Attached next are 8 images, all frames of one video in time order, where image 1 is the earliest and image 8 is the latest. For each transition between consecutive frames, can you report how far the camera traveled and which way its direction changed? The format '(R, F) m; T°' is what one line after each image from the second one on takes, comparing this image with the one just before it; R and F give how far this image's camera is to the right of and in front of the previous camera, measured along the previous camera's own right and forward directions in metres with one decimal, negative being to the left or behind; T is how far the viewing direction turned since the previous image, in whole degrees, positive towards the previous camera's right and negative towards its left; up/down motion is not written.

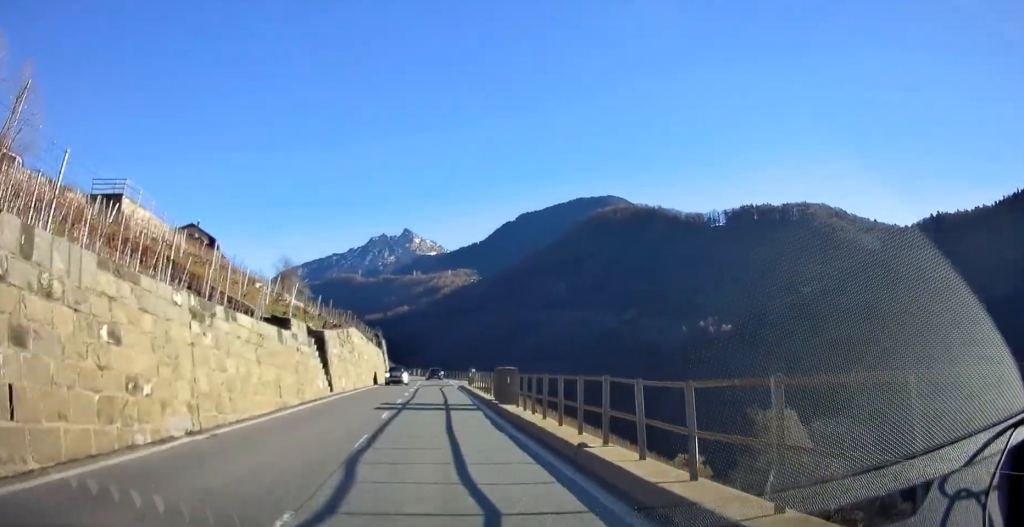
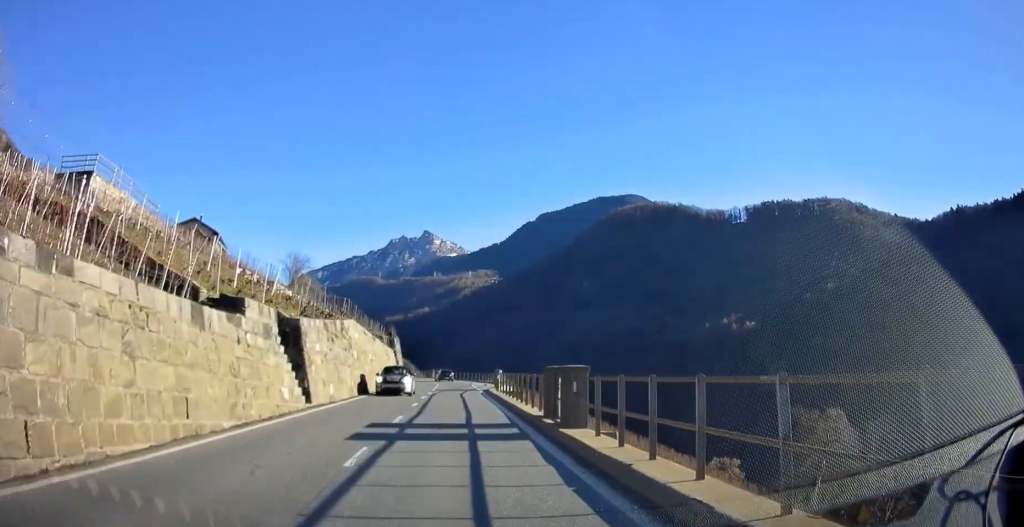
(-0.5, +7.4) m; -4°
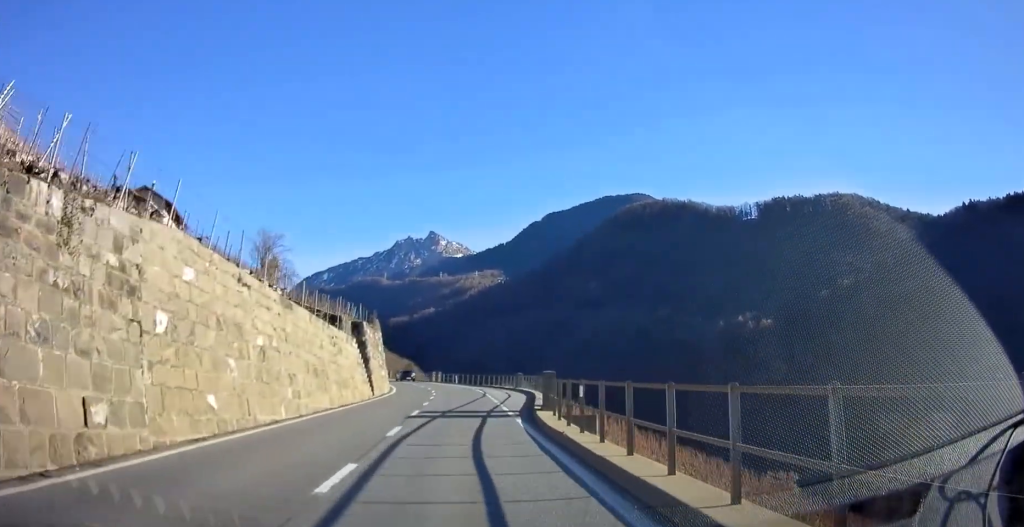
(-1.0, +19.0) m; -4°
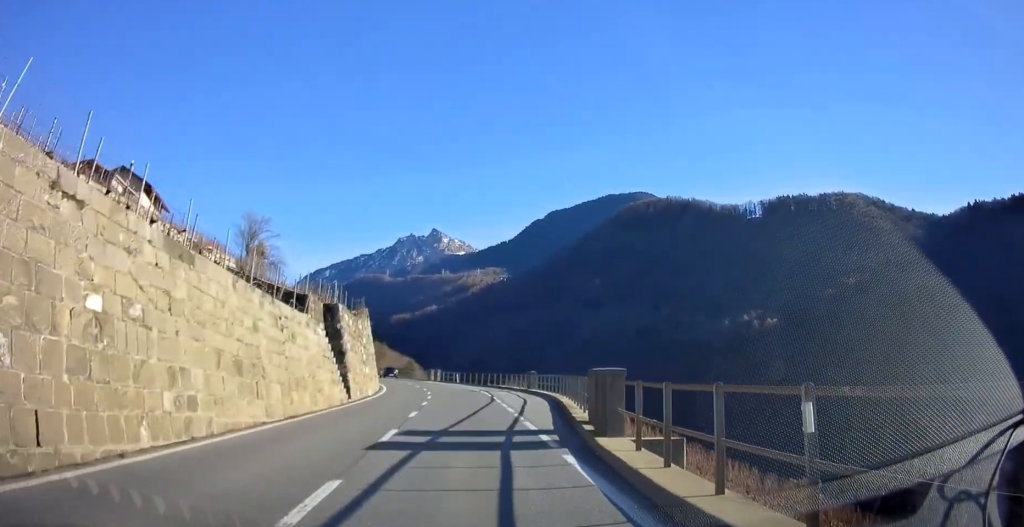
(0.0, +6.8) m; 0°
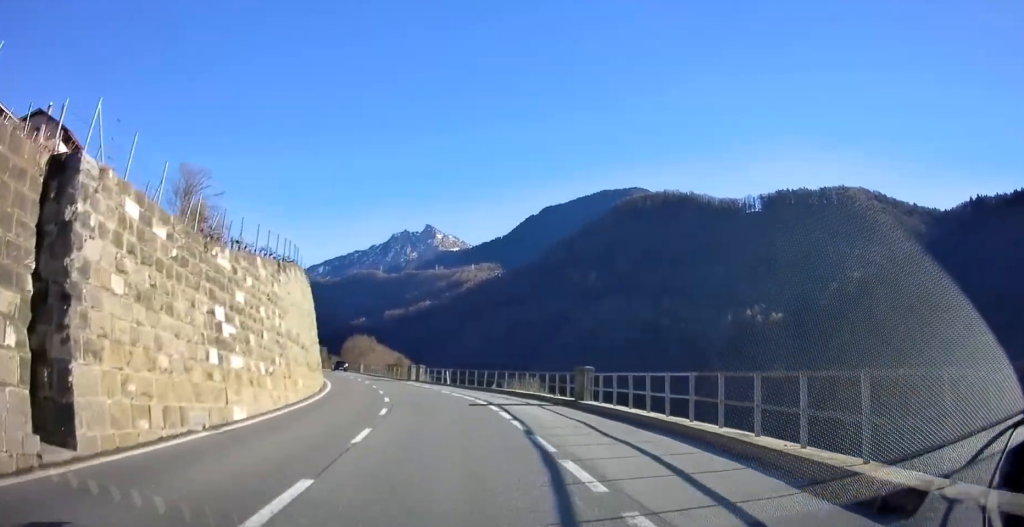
(+0.1, +17.8) m; 0°
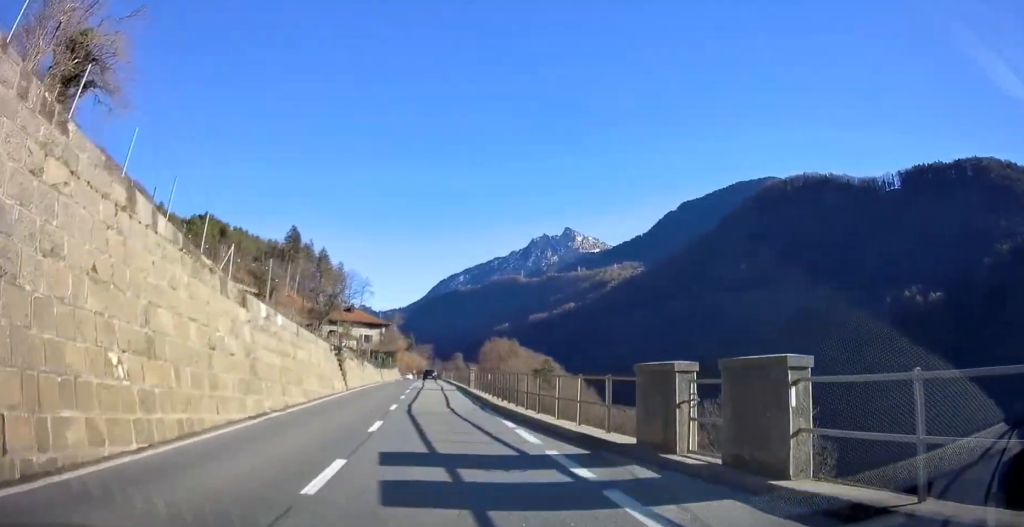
(-2.4, +39.9) m; -10°
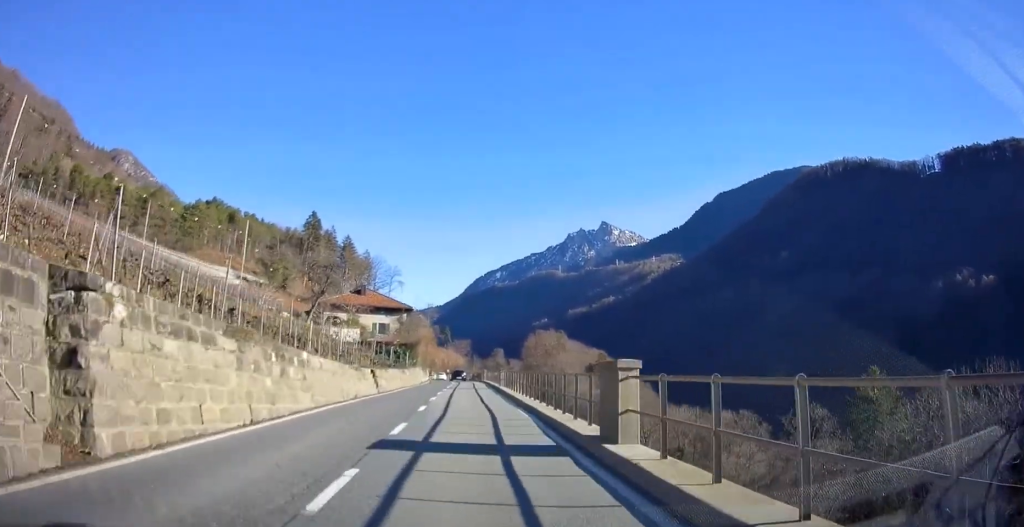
(-2.0, +25.2) m; -4°
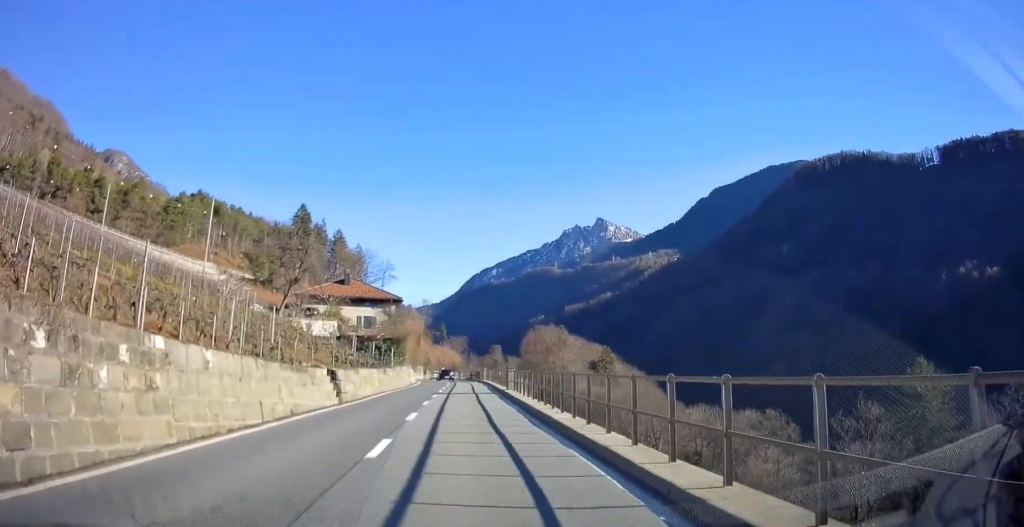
(+0.3, +9.2) m; 0°
